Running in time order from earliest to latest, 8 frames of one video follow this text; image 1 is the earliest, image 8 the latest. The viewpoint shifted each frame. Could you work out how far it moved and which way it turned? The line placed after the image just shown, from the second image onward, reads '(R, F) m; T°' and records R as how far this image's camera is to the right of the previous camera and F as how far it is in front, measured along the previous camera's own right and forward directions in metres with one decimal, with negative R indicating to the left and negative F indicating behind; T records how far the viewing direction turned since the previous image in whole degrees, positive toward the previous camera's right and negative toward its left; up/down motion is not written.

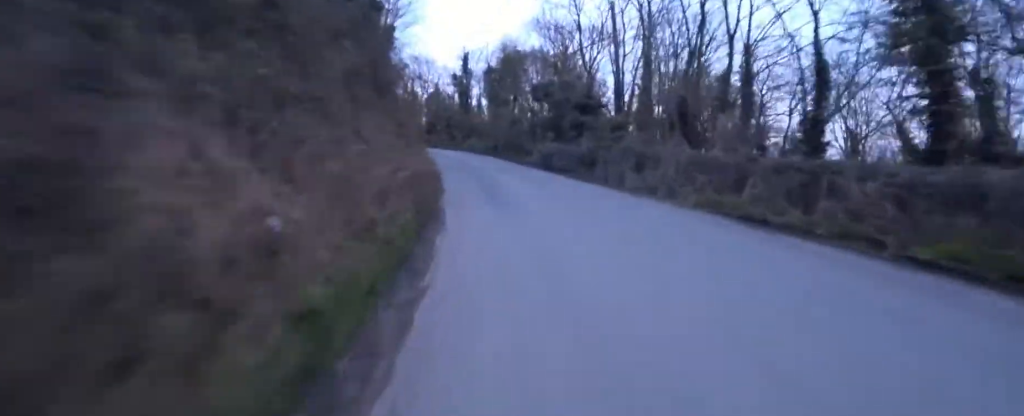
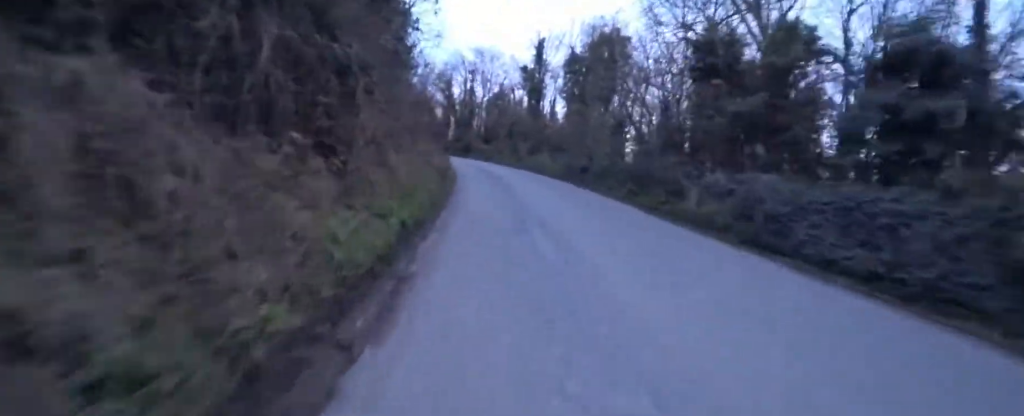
(-0.4, +11.2) m; -7°
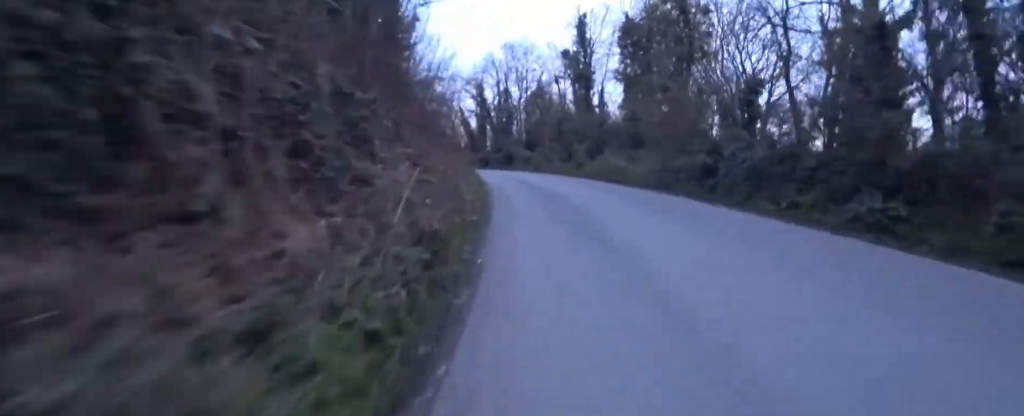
(-0.1, +5.5) m; -1°
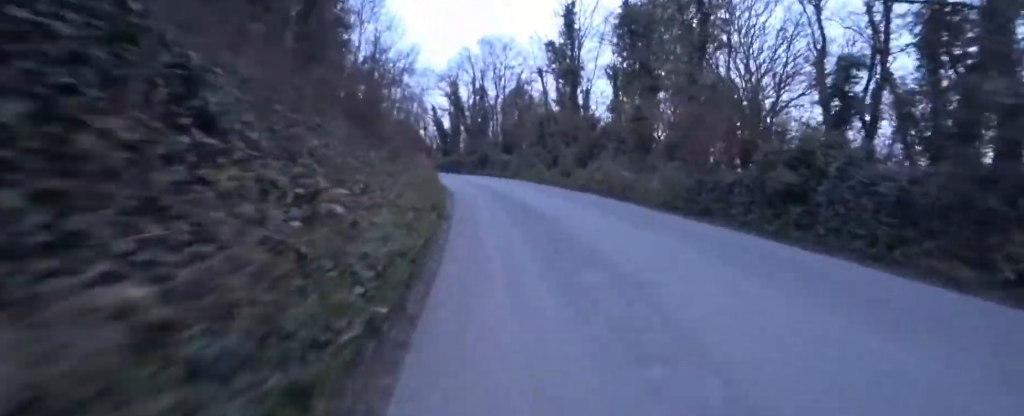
(0.0, +3.3) m; 0°
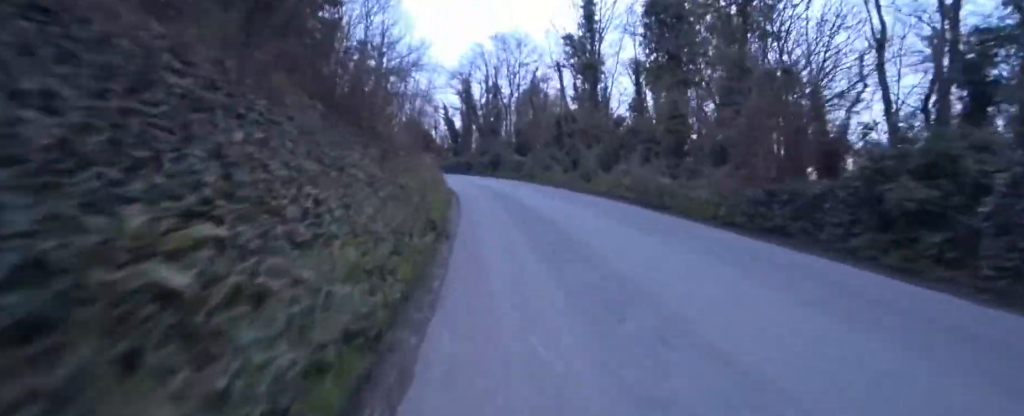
(0.0, +1.7) m; 0°
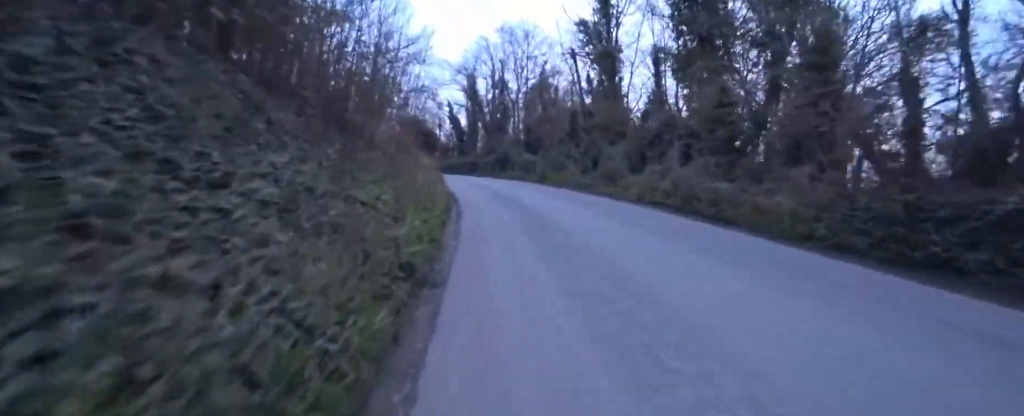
(0.0, +2.1) m; -3°
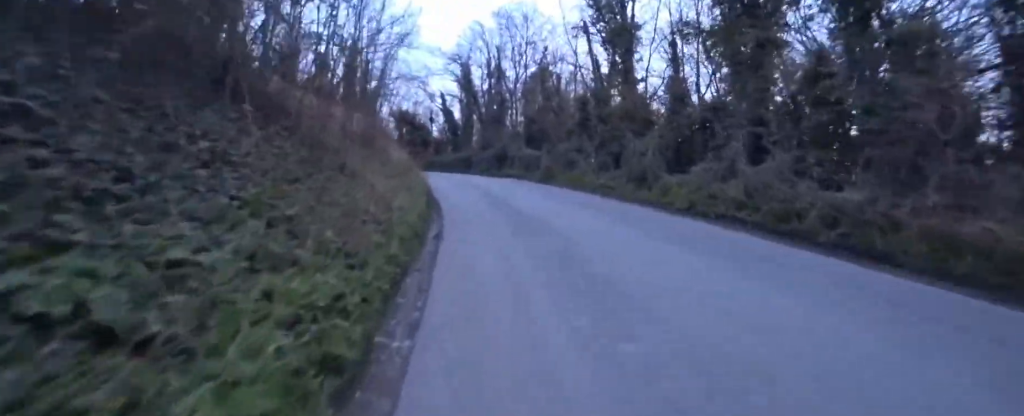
(-0.1, +3.1) m; -7°
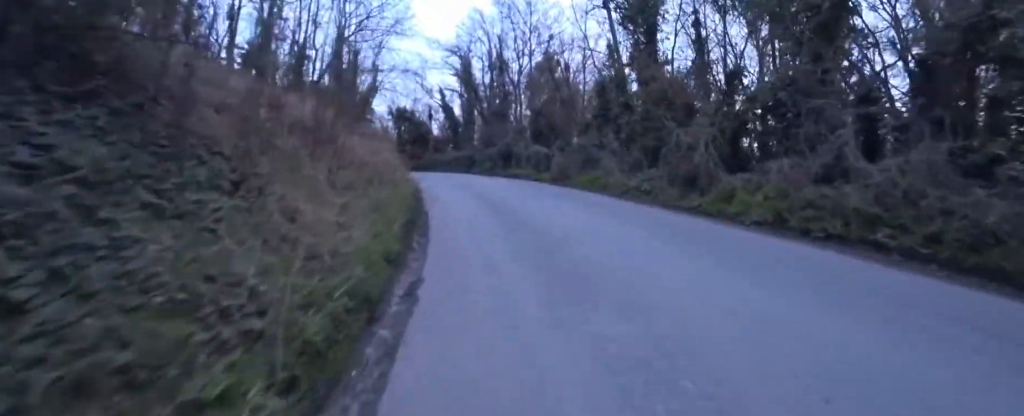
(-0.3, +2.6) m; -5°
